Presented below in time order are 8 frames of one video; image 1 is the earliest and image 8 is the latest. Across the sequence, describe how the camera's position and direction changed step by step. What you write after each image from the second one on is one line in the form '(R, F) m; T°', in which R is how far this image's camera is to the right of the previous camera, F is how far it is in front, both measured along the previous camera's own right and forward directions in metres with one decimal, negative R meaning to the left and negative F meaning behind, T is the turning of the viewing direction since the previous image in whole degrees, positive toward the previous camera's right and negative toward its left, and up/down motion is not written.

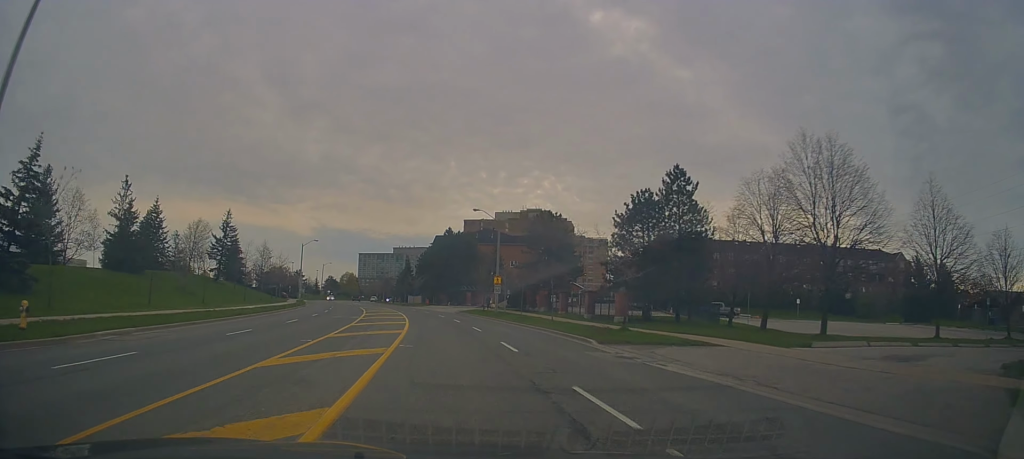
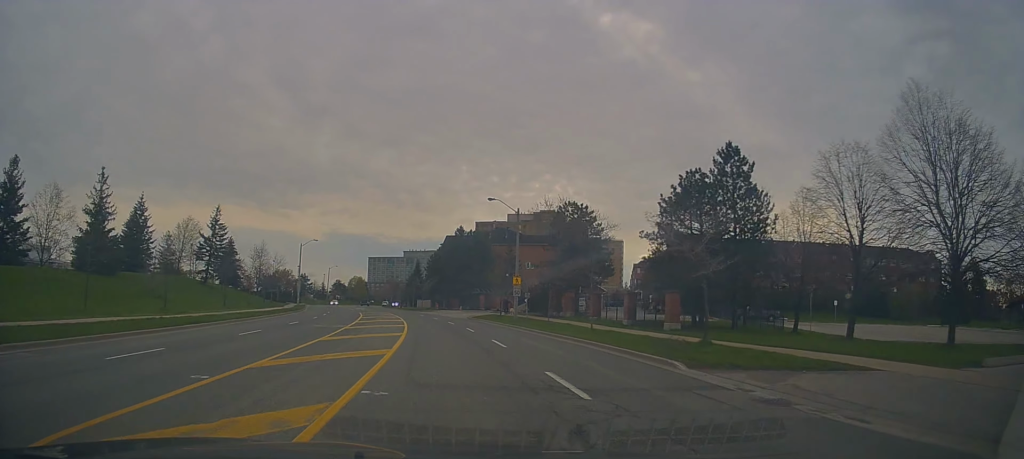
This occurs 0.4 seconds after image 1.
(+0.1, +6.9) m; -1°
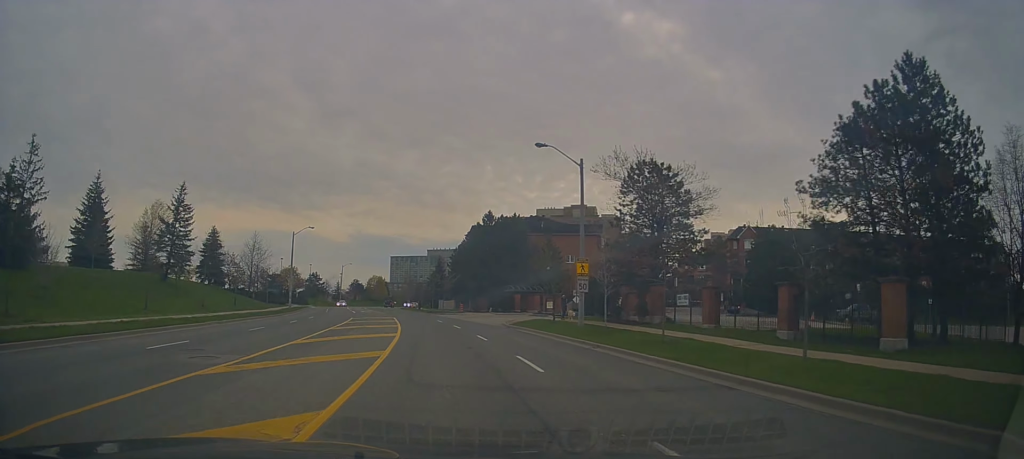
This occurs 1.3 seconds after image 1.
(-0.4, +13.6) m; -3°
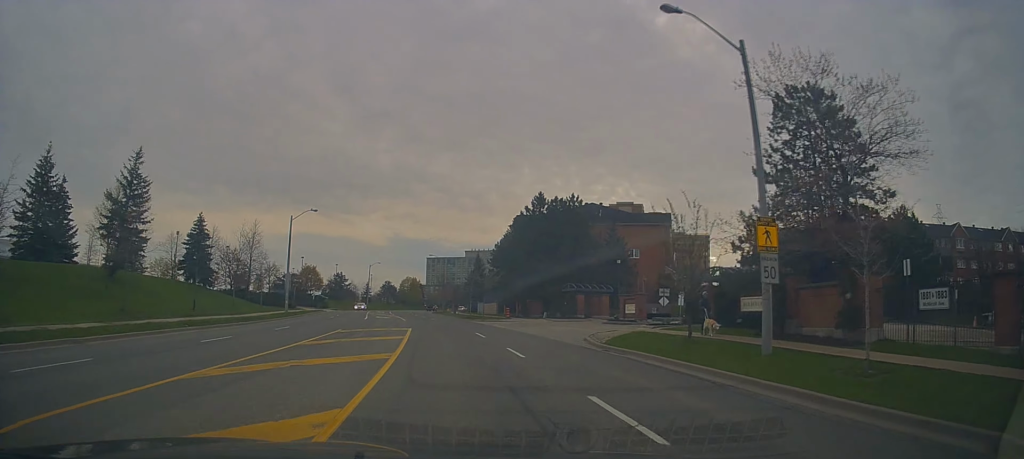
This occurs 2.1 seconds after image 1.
(-0.3, +13.7) m; -2°
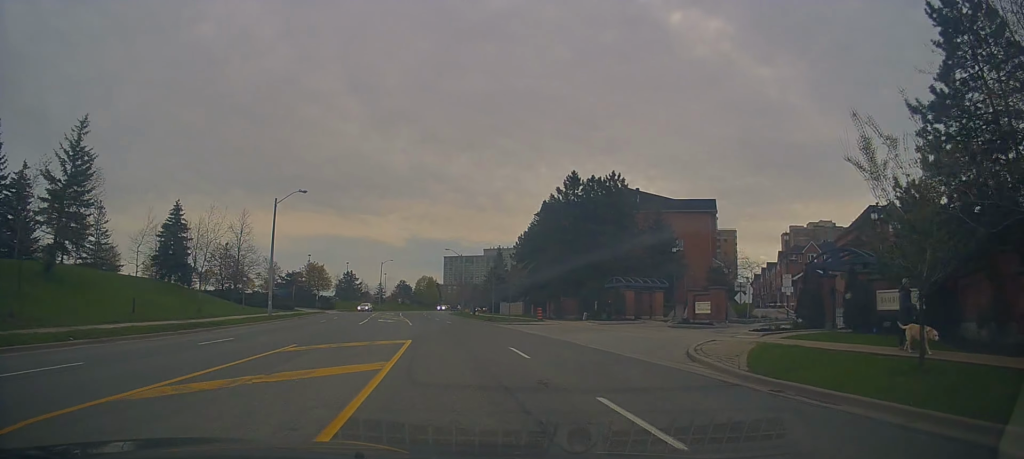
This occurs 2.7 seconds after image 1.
(-0.1, +9.4) m; -1°
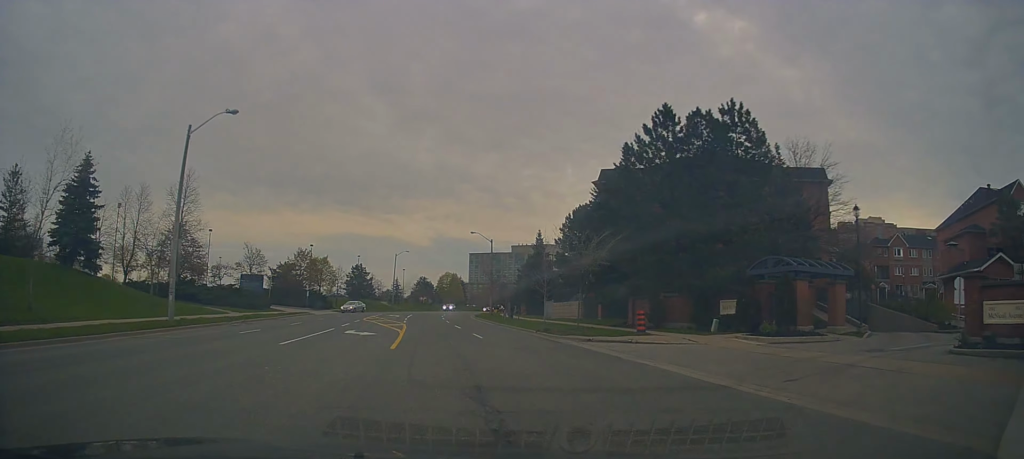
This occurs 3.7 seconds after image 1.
(-0.4, +18.4) m; -3°
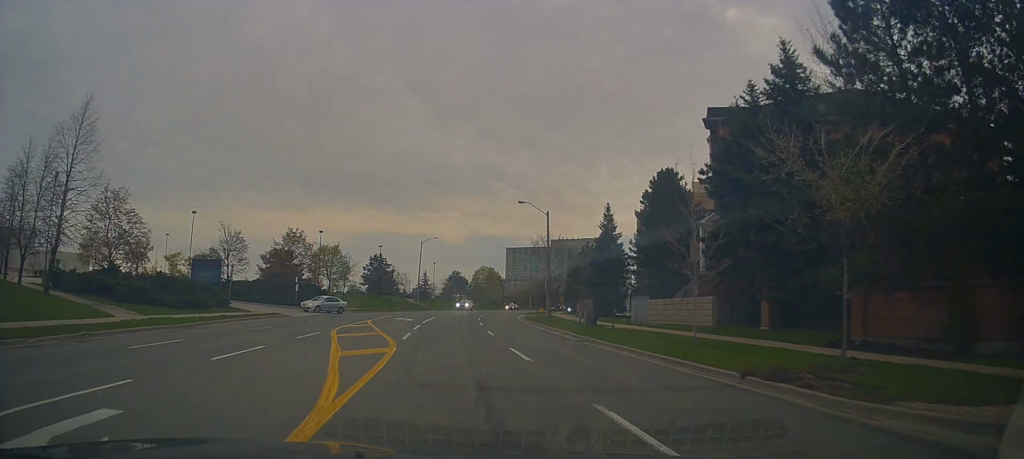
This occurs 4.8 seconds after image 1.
(-0.7, +18.9) m; -4°
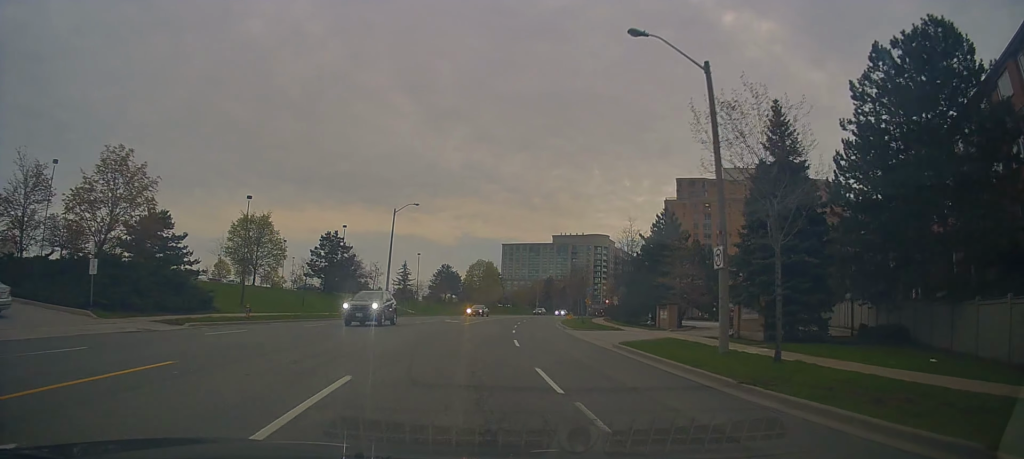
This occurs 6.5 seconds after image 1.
(-1.7, +32.7) m; -3°
